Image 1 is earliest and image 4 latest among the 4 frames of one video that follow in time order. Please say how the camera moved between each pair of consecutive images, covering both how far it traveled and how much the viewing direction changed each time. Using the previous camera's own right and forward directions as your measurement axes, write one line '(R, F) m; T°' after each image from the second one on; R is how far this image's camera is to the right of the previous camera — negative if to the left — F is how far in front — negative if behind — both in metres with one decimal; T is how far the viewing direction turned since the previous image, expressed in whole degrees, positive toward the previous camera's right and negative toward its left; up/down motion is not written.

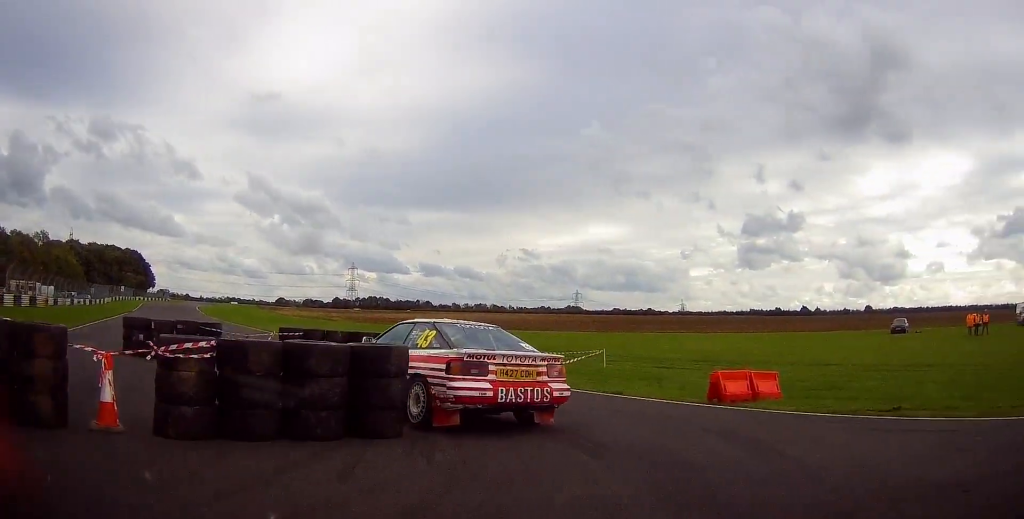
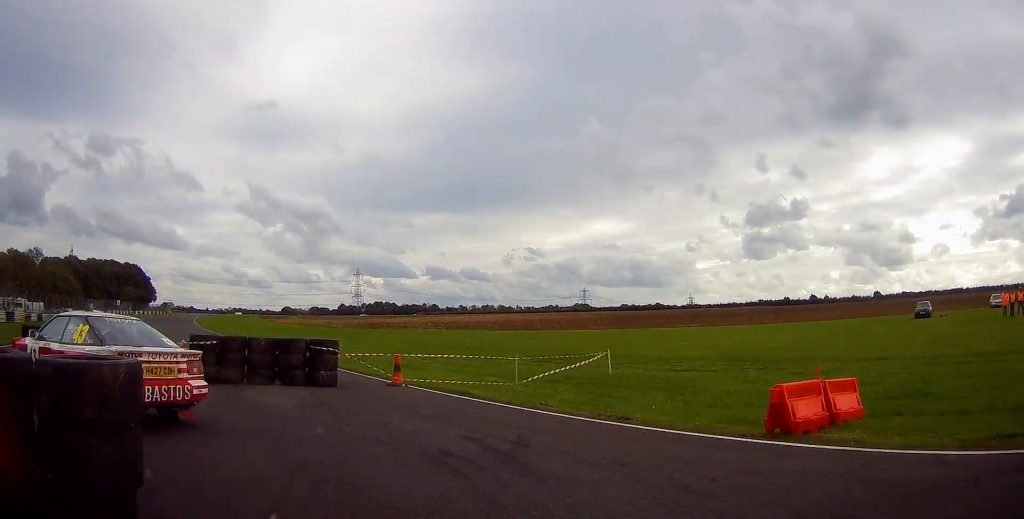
(+0.2, +4.6) m; -7°
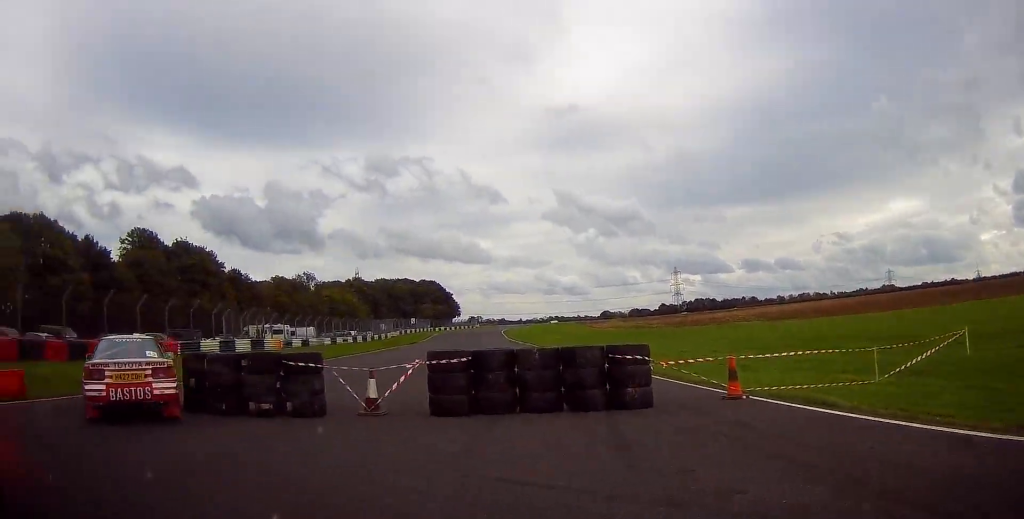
(+0.4, +4.2) m; -21°
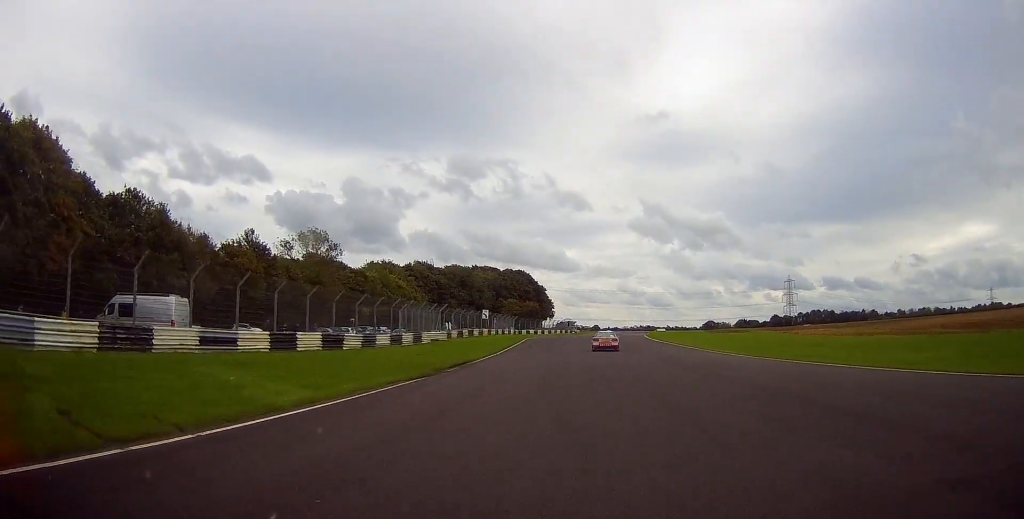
(-4.8, +65.3) m; +5°
